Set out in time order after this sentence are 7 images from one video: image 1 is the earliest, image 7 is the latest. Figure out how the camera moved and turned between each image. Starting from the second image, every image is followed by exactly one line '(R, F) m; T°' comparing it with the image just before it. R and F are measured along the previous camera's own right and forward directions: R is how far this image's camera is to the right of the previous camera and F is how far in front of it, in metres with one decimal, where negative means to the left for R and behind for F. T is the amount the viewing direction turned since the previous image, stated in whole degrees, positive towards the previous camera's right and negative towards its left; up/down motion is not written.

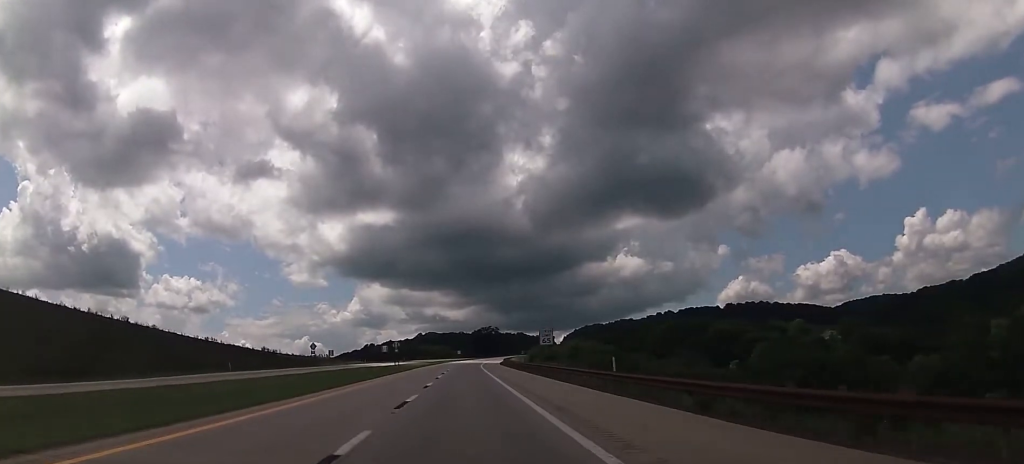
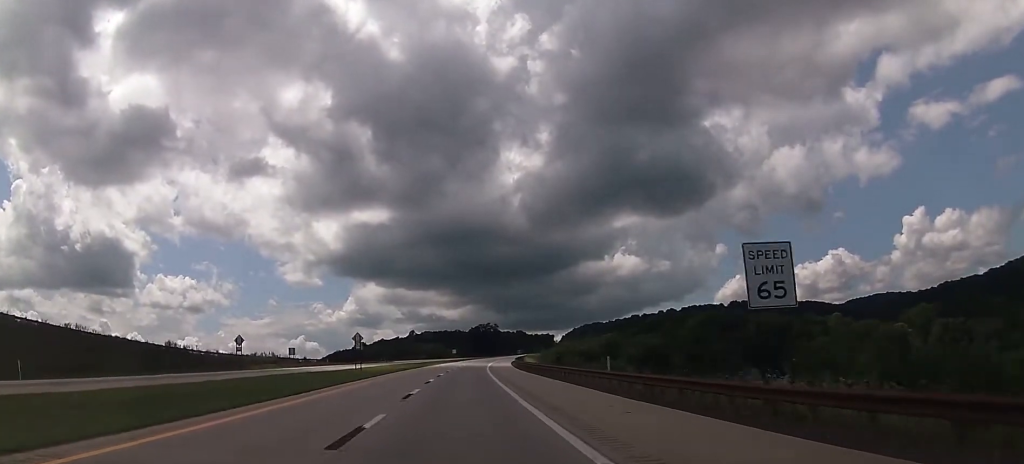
(-0.4, +45.1) m; -1°
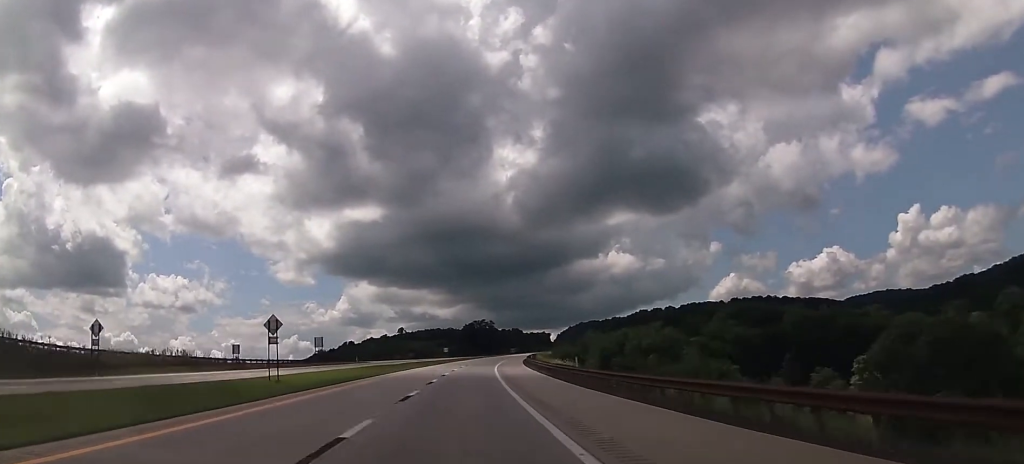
(0.0, +38.5) m; +1°
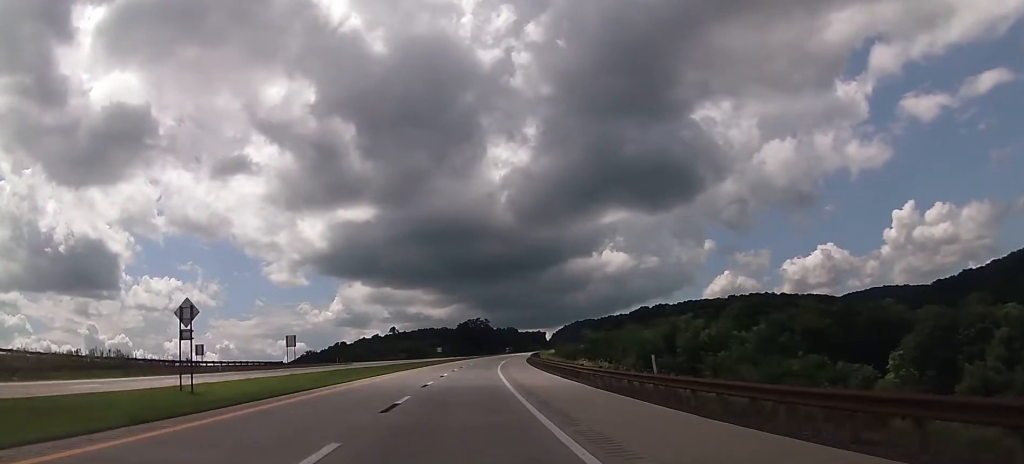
(0.0, +16.5) m; +1°
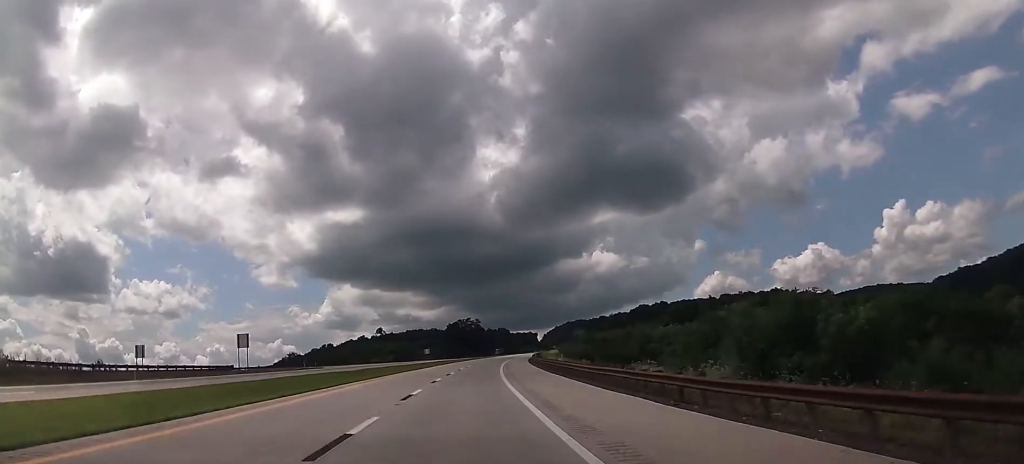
(+0.4, +19.8) m; +1°
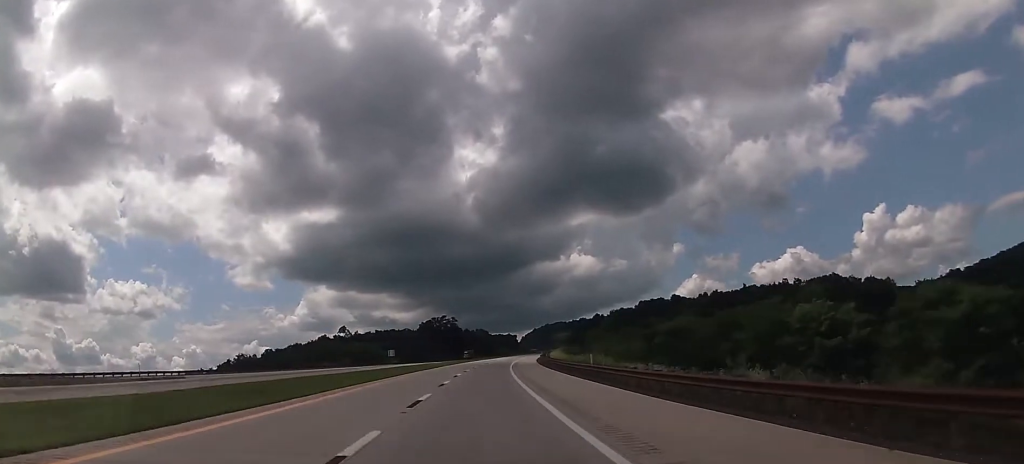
(+0.5, +51.7) m; +1°
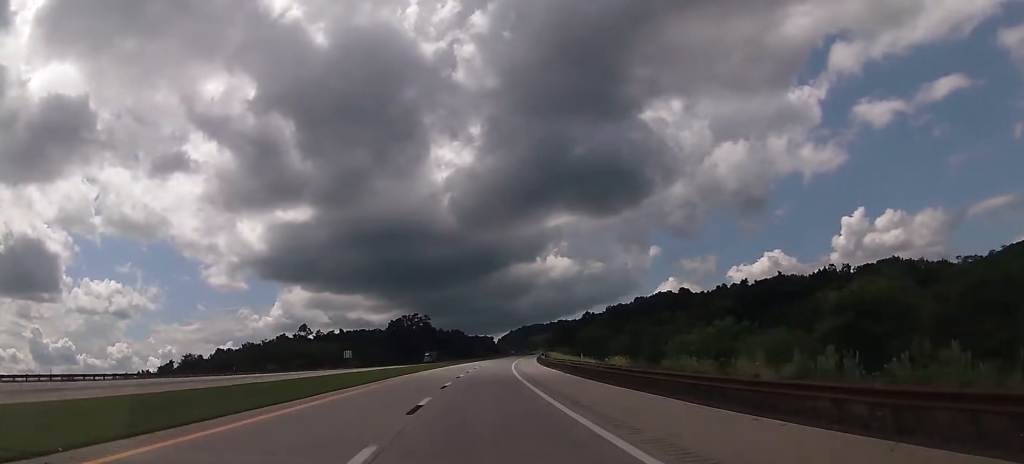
(+0.5, +38.4) m; +2°
